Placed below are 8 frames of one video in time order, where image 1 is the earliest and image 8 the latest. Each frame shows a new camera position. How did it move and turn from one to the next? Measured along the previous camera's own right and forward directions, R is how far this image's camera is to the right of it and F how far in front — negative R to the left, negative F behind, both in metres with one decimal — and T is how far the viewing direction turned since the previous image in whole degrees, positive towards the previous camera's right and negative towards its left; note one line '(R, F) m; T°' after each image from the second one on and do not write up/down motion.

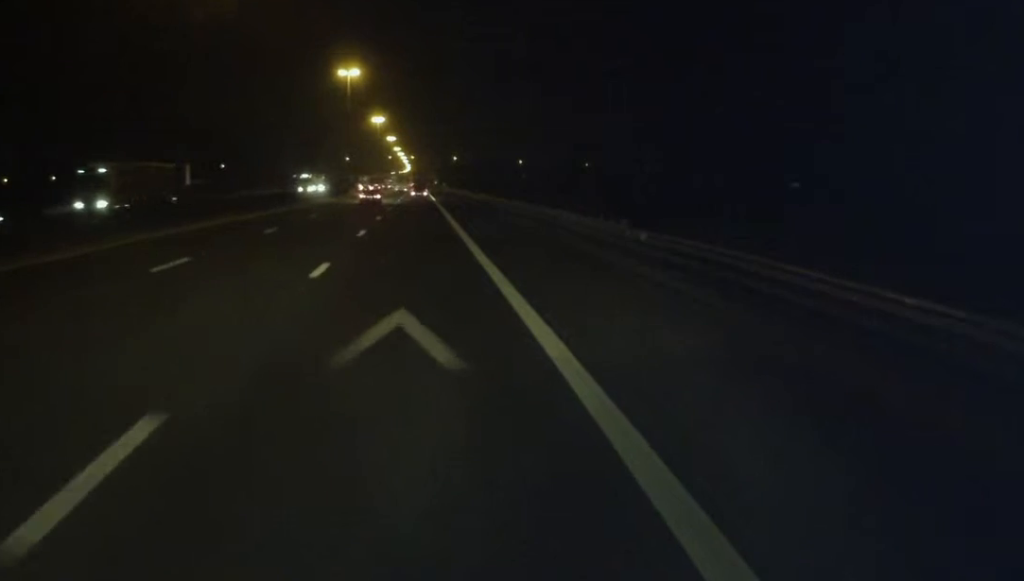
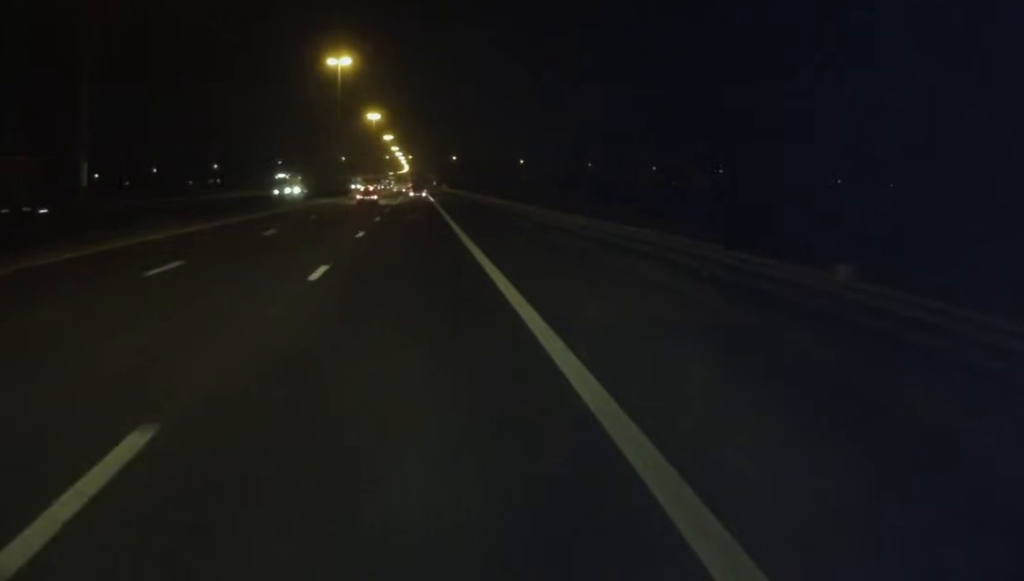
(-0.3, +12.5) m; 0°
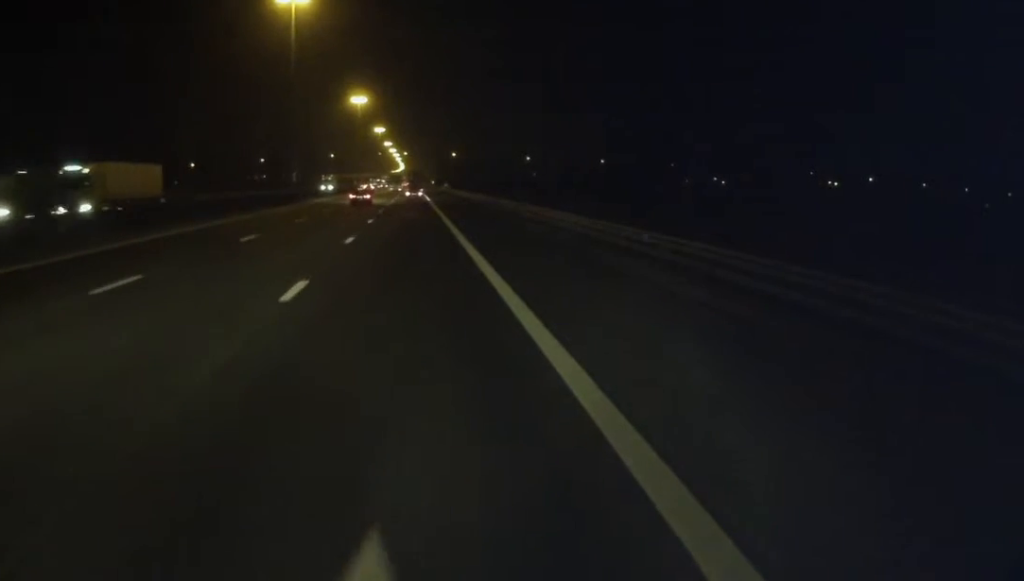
(+0.6, +40.0) m; +2°
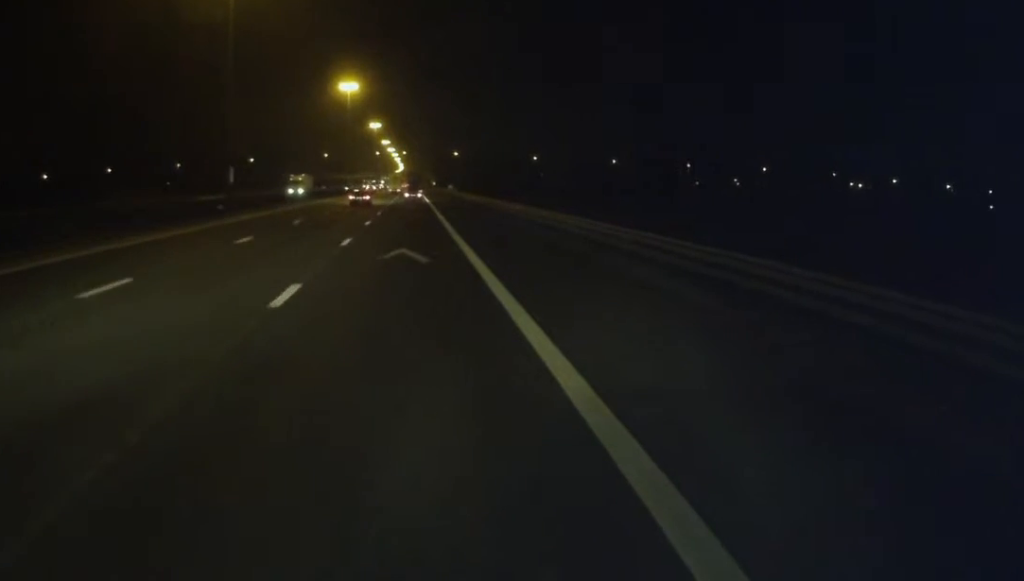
(0.0, +25.1) m; 0°
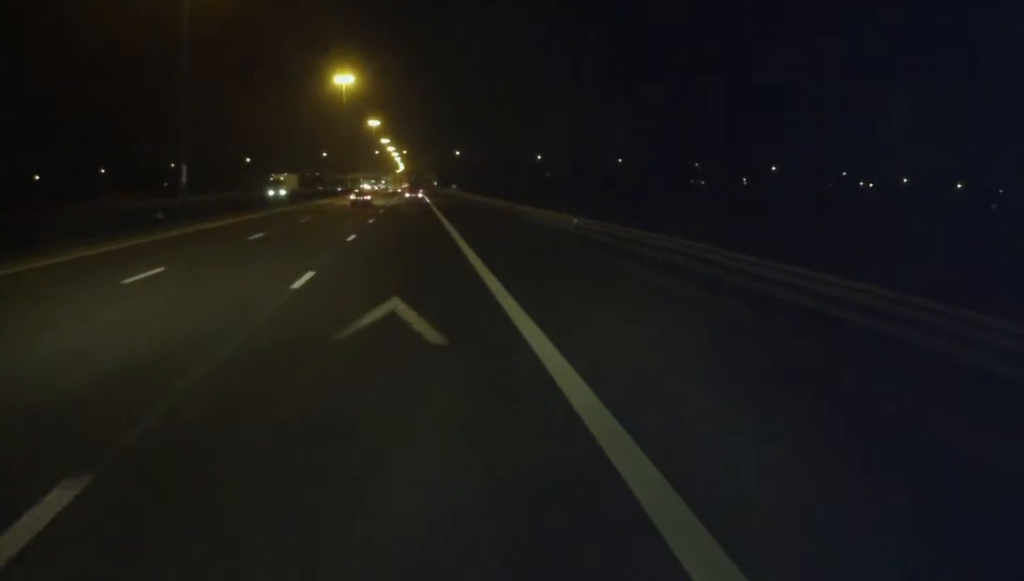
(-0.1, +10.2) m; 0°
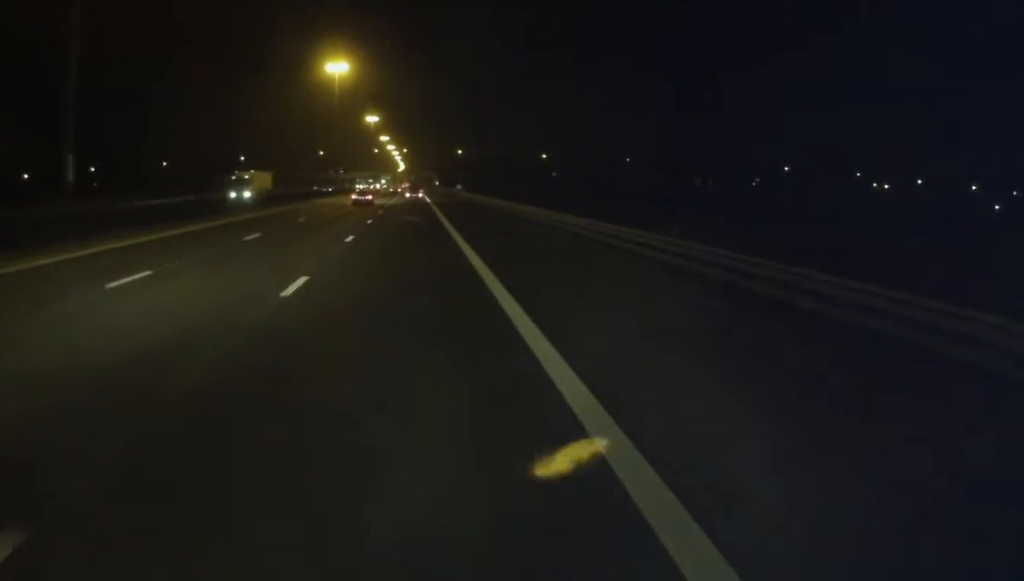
(0.0, +13.4) m; 0°
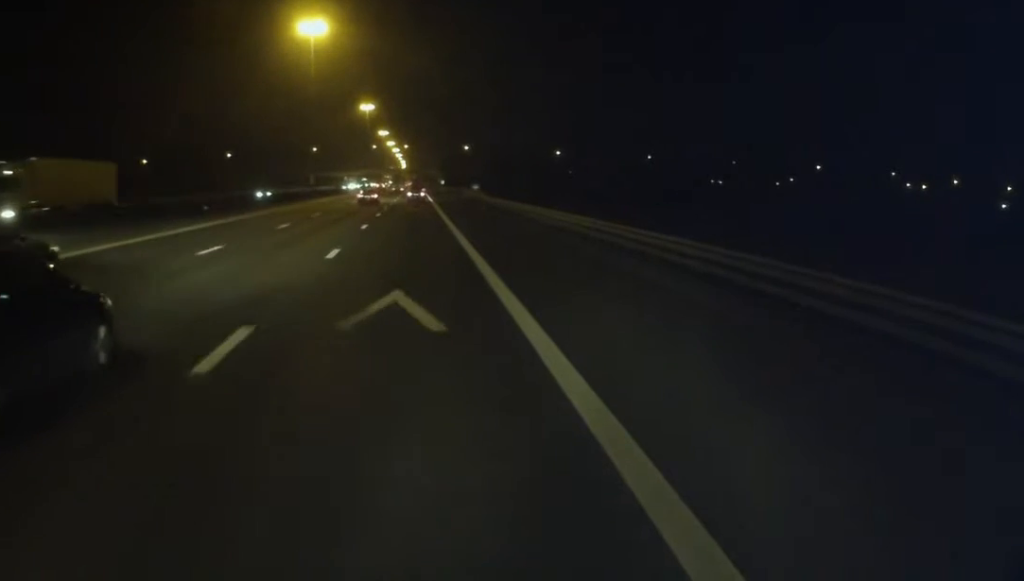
(0.0, +30.6) m; 0°
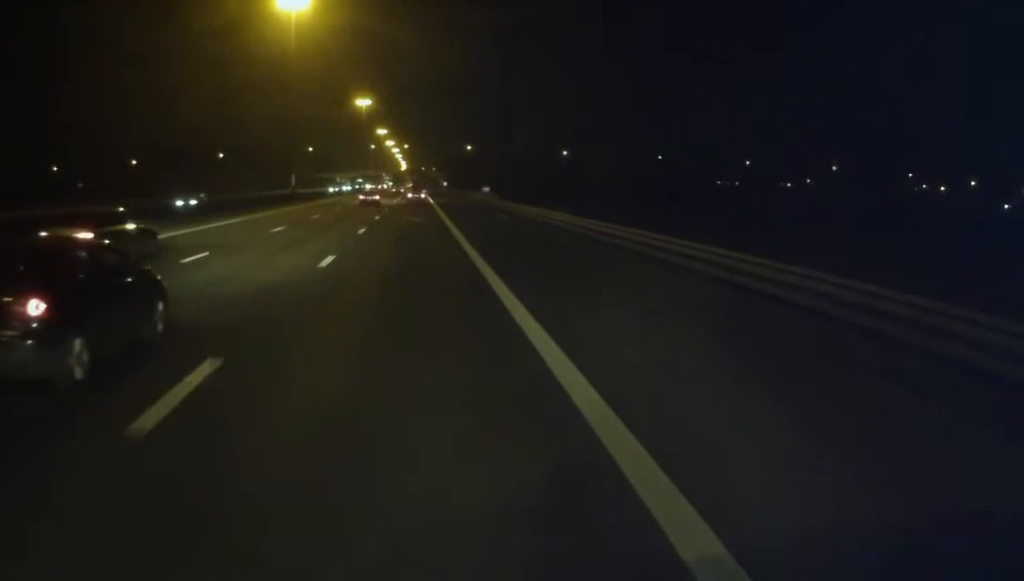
(0.0, +14.1) m; 0°
